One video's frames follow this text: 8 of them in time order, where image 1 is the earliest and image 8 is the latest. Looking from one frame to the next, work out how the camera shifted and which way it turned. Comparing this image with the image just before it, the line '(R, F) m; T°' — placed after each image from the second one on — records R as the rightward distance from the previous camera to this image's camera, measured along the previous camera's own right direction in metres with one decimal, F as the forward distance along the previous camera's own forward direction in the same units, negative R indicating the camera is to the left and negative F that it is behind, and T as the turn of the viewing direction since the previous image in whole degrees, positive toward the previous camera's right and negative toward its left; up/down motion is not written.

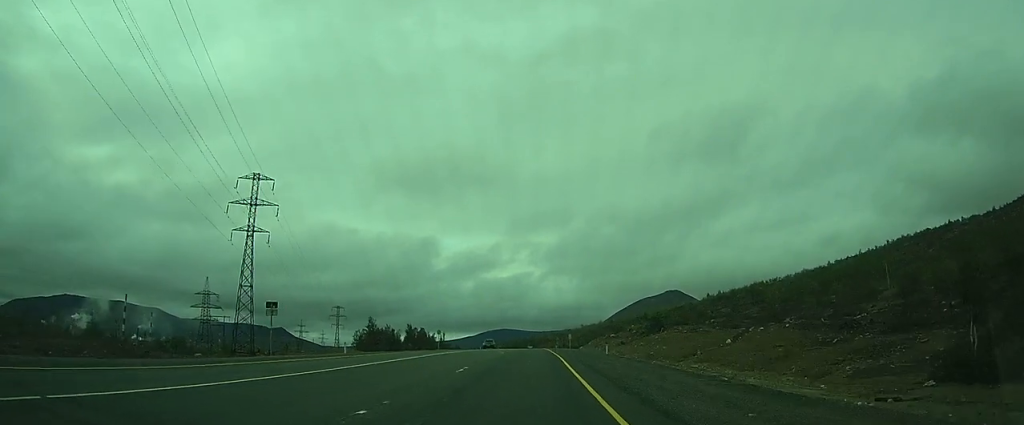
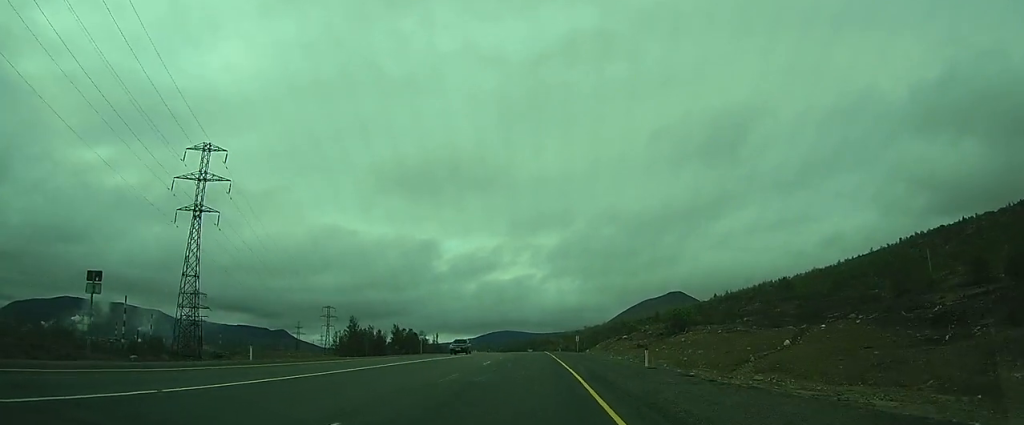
(-0.1, +14.7) m; -1°
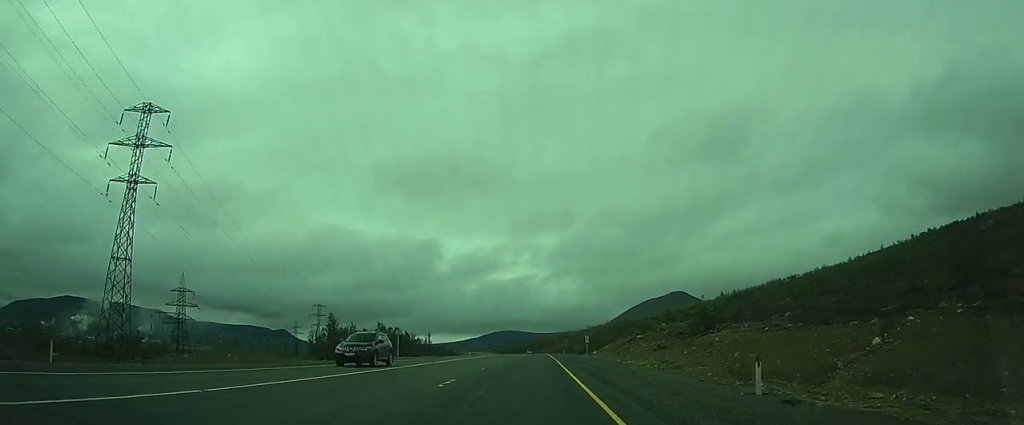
(-0.1, +13.4) m; 0°
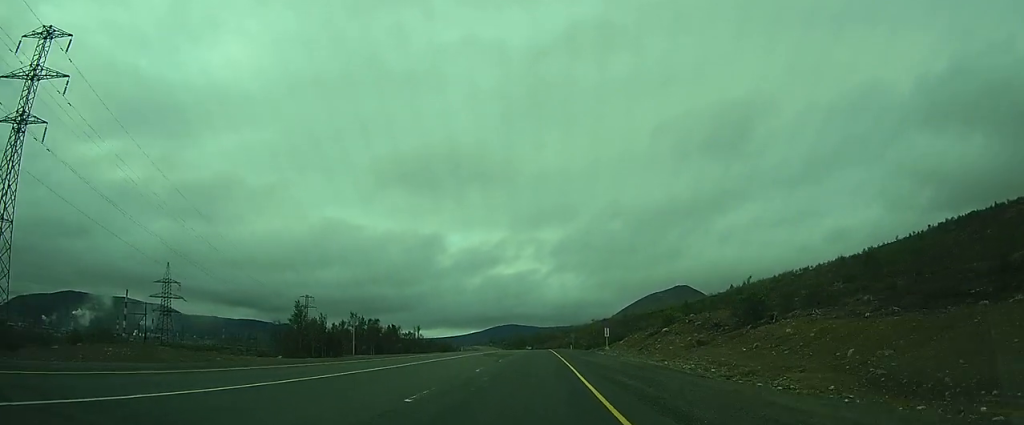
(0.0, +16.6) m; 0°
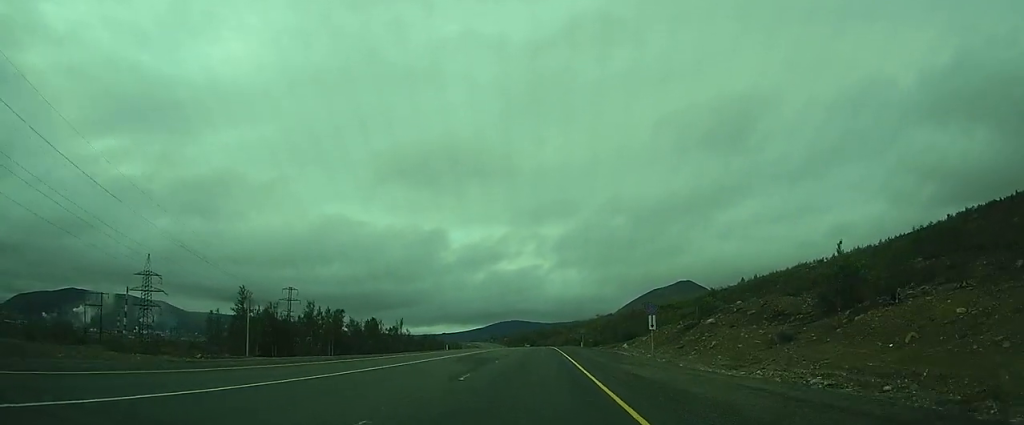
(-0.1, +18.5) m; 0°
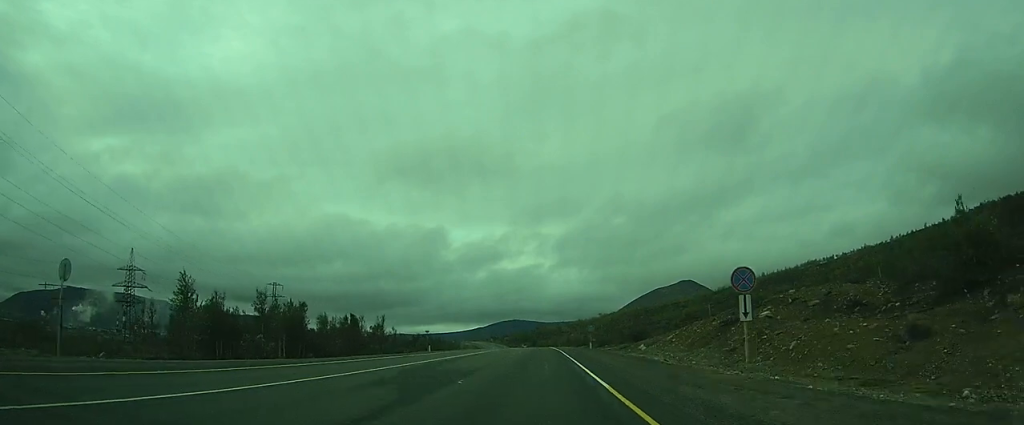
(0.0, +13.4) m; 0°
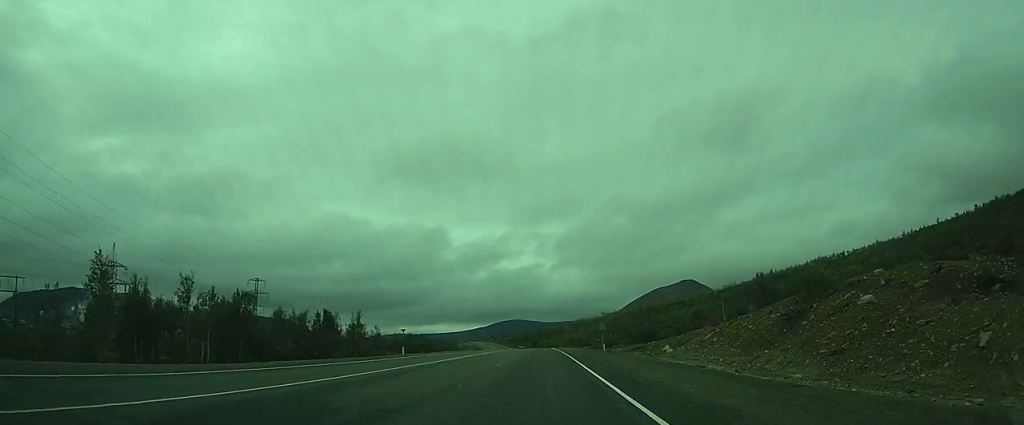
(0.0, +13.4) m; 0°
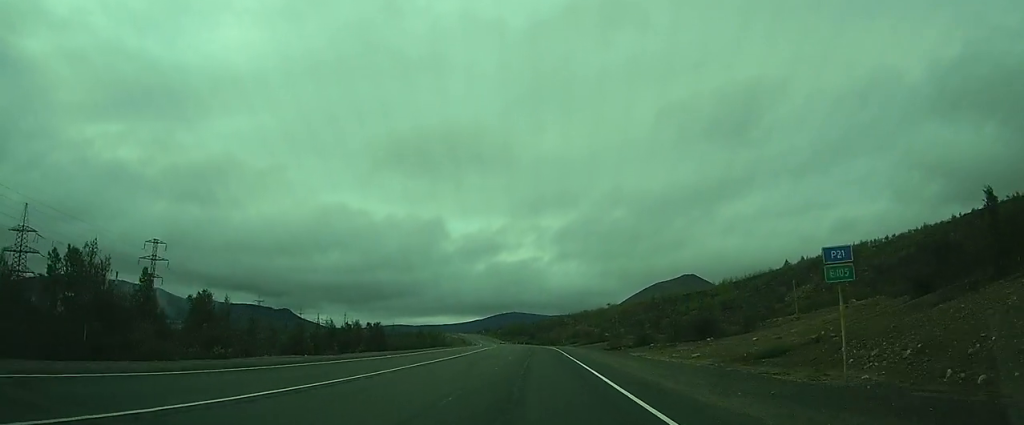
(-1.5, +52.1) m; -3°
